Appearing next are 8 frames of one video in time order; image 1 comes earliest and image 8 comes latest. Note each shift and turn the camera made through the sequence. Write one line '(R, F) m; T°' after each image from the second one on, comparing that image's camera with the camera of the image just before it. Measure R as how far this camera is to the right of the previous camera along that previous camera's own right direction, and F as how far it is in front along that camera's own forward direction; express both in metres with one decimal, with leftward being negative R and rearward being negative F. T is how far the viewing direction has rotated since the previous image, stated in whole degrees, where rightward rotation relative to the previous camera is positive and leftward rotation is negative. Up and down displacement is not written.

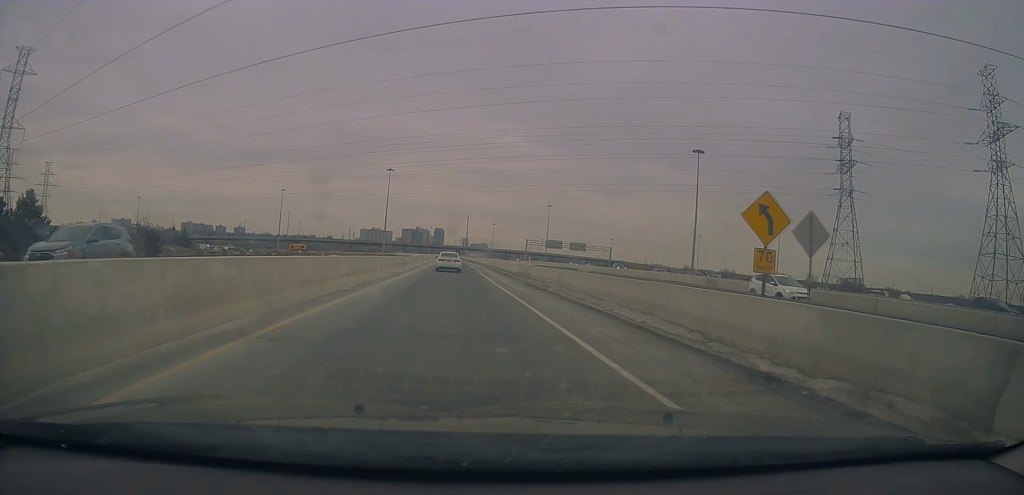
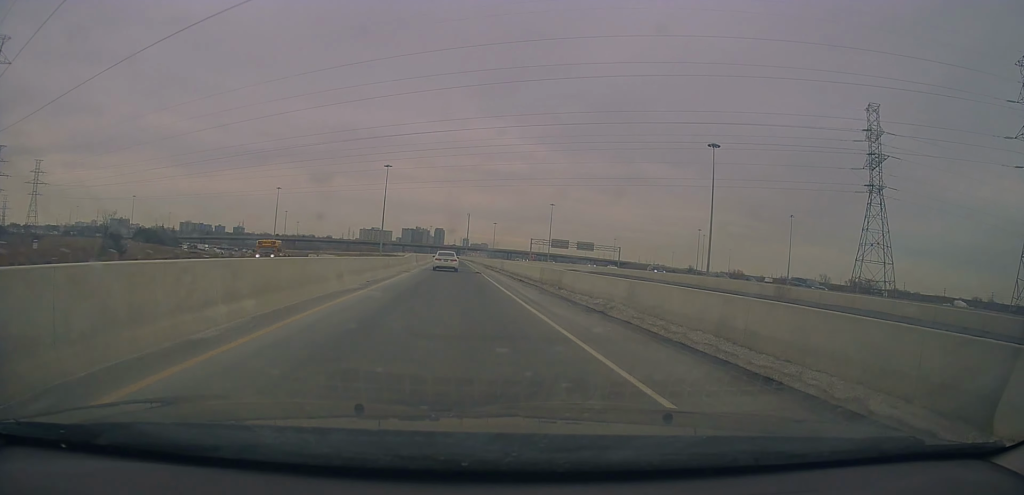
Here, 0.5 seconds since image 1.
(0.0, +10.5) m; 0°
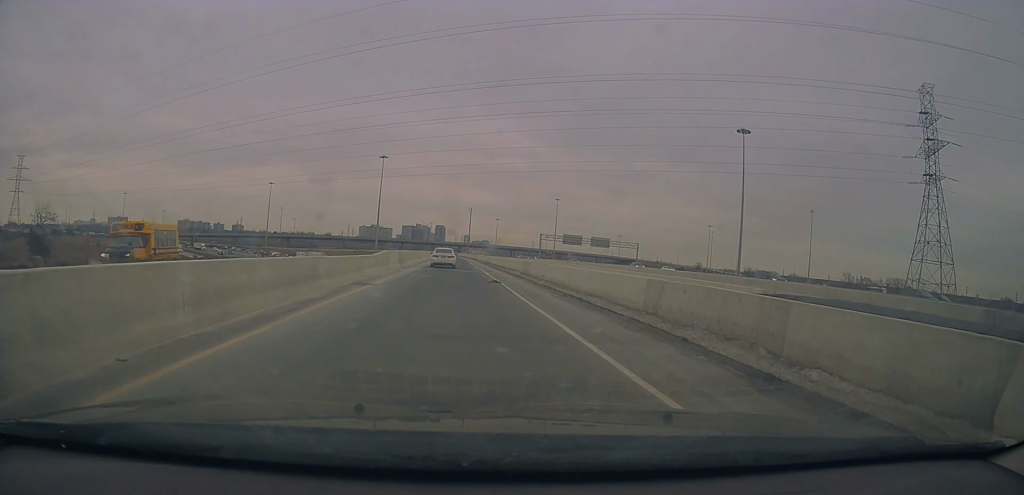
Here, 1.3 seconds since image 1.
(0.0, +17.0) m; 0°
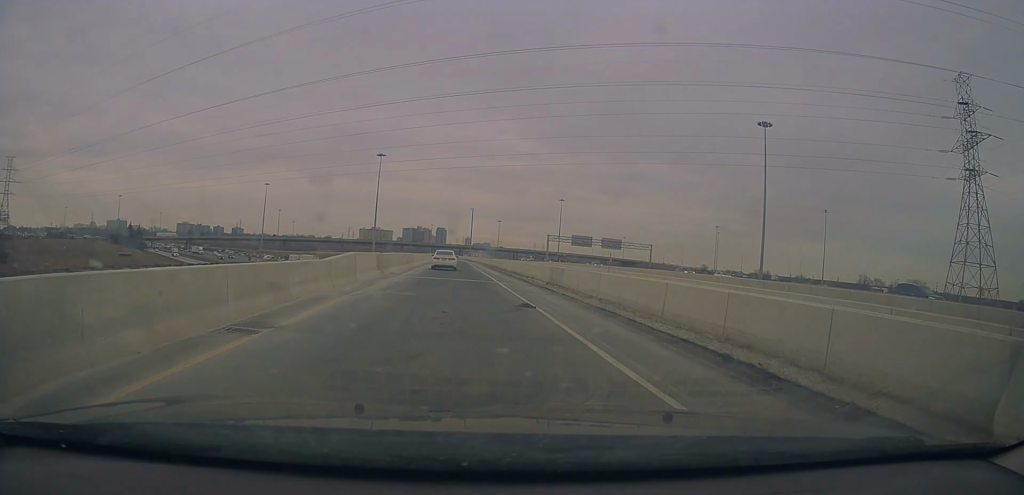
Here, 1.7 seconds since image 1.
(-0.2, +10.4) m; +1°
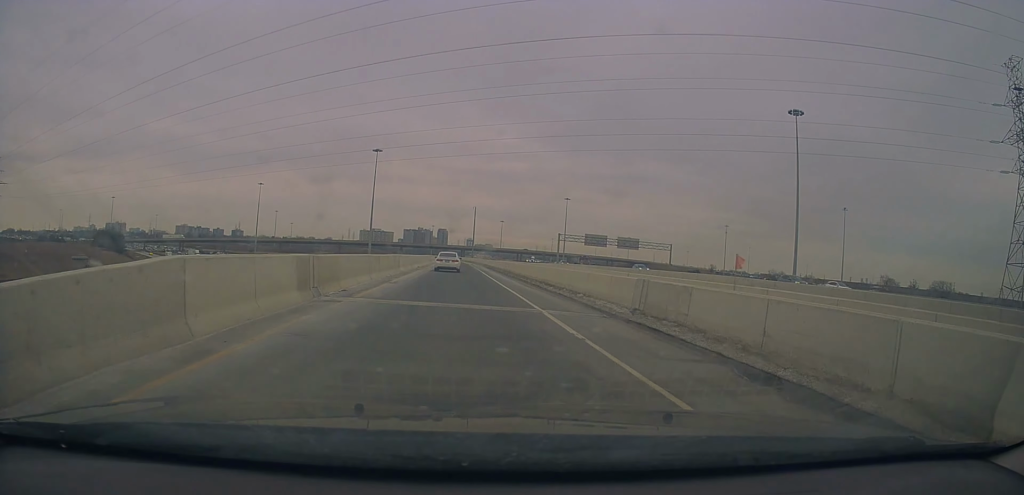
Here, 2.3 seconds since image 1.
(0.0, +13.3) m; 0°
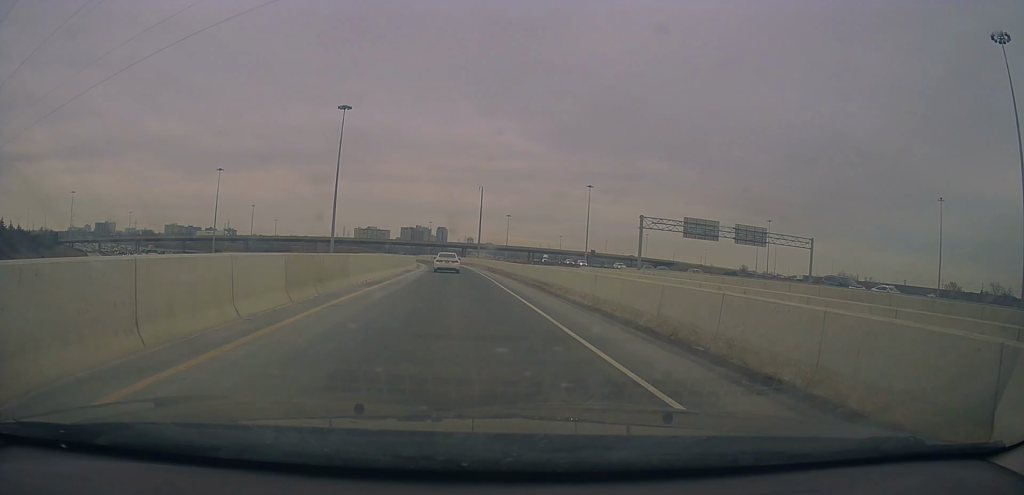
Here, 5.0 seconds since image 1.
(+0.5, +60.6) m; +1°
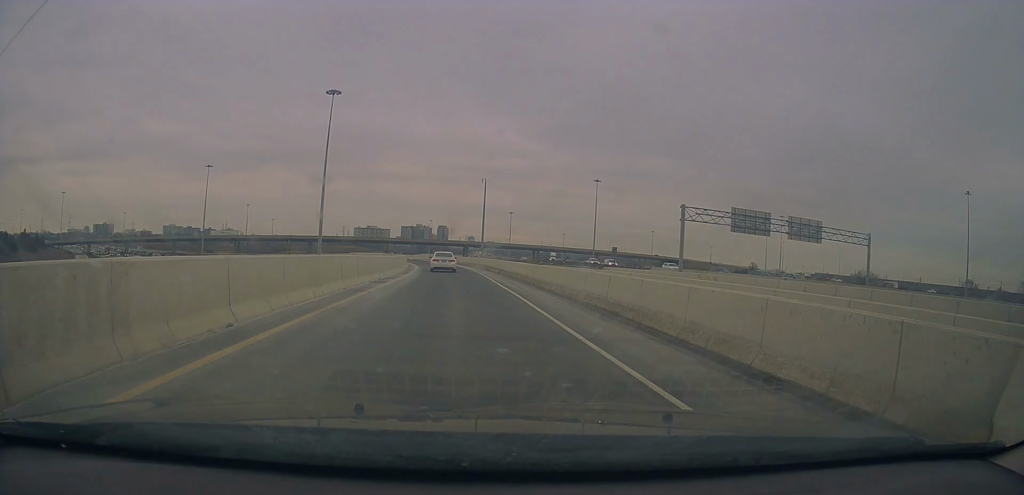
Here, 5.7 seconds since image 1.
(-0.3, +13.9) m; -1°
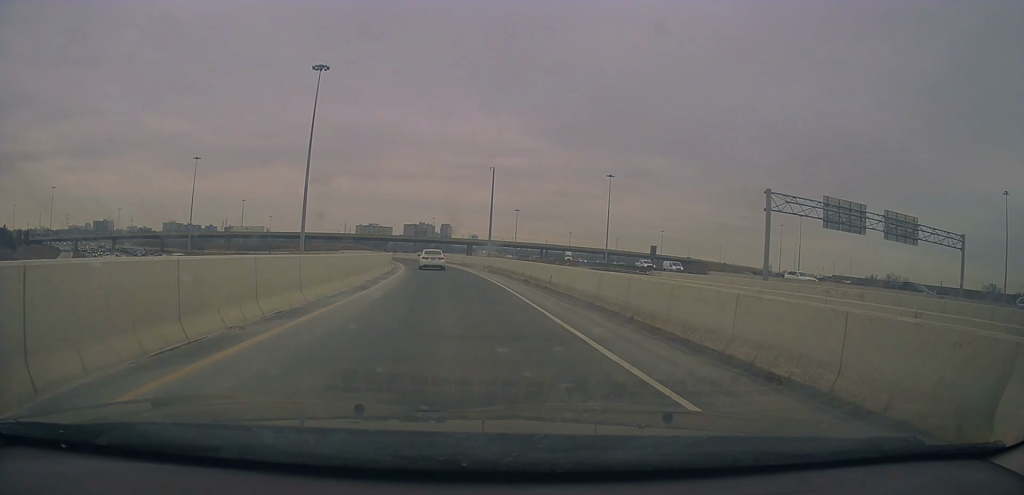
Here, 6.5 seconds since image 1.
(-0.2, +17.3) m; -1°
